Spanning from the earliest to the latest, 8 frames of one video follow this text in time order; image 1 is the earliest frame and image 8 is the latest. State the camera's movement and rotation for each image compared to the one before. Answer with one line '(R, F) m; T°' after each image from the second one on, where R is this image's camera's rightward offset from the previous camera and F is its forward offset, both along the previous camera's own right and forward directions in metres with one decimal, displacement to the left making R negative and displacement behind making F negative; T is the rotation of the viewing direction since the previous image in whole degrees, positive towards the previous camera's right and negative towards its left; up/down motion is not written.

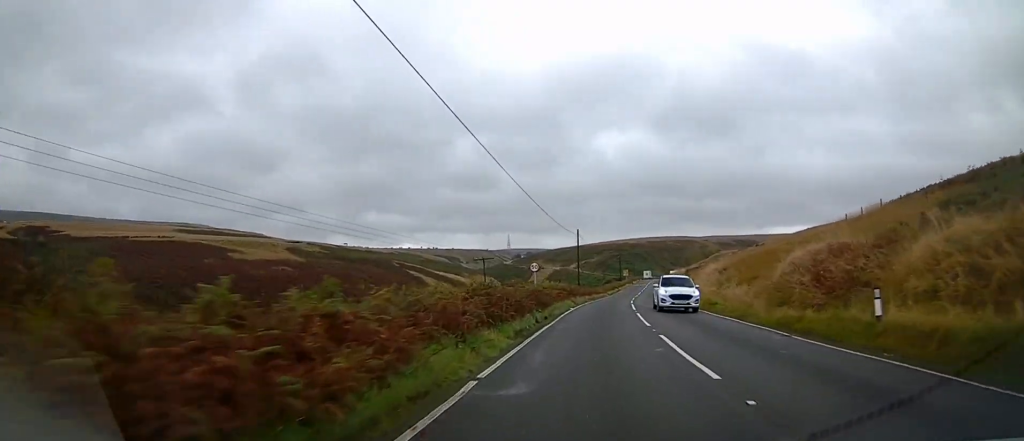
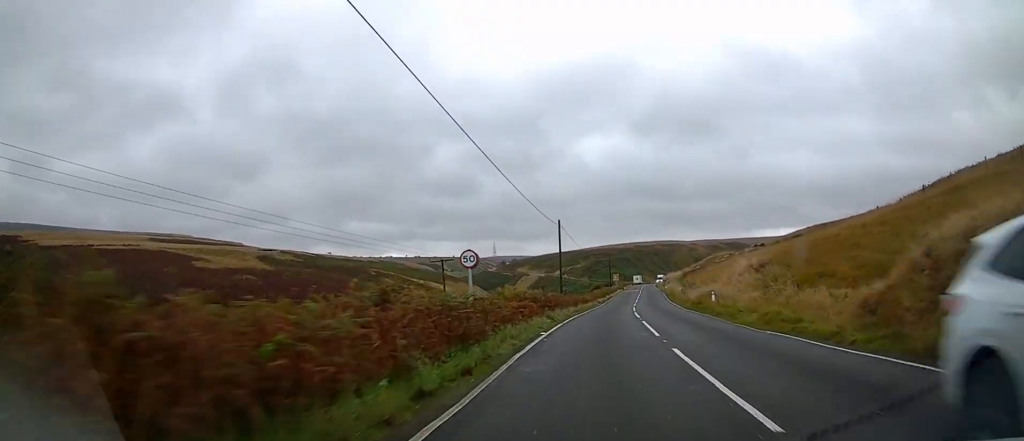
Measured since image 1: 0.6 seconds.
(+0.1, +12.3) m; +2°
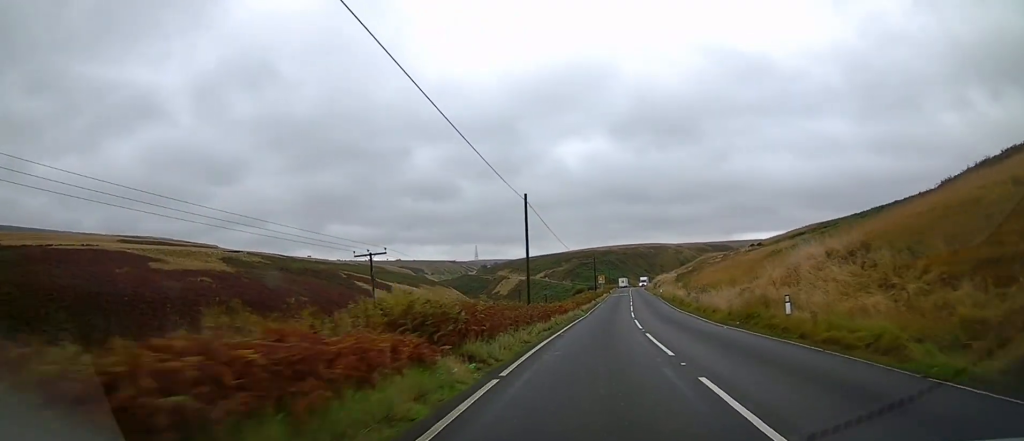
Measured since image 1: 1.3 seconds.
(+0.3, +12.2) m; +2°
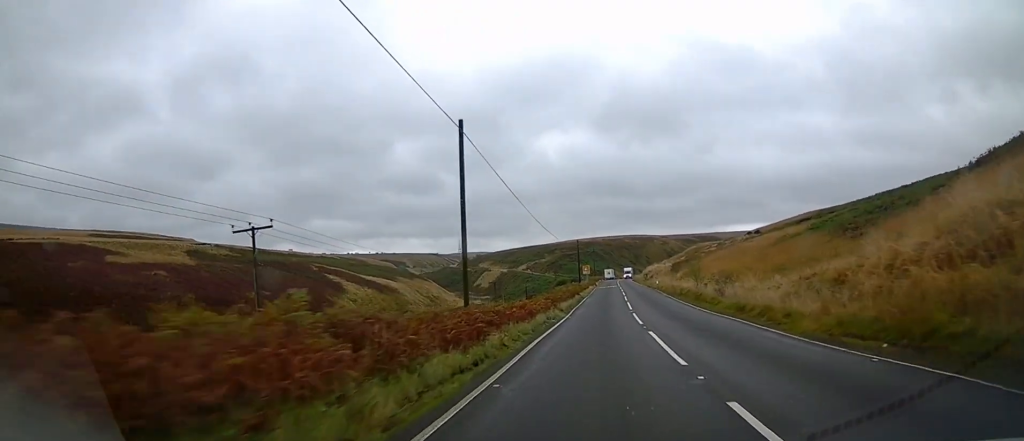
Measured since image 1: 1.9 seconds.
(+0.1, +11.6) m; +1°
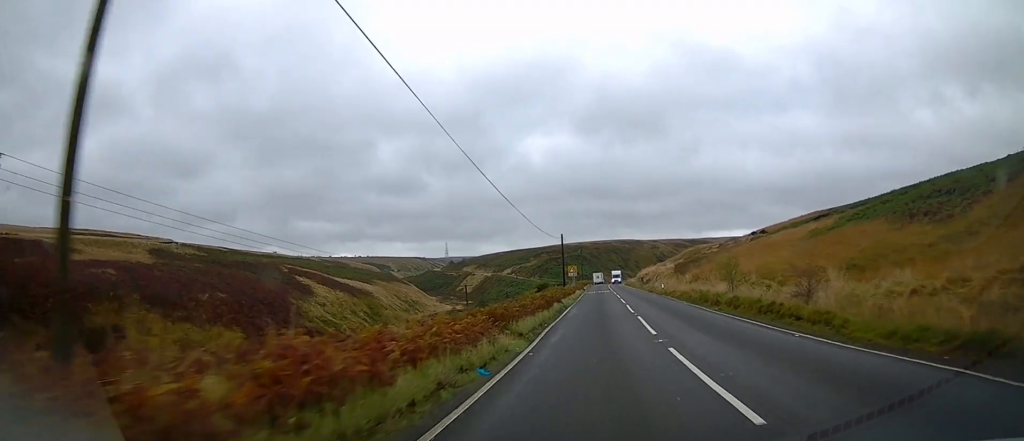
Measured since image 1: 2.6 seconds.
(+0.3, +13.8) m; +1°
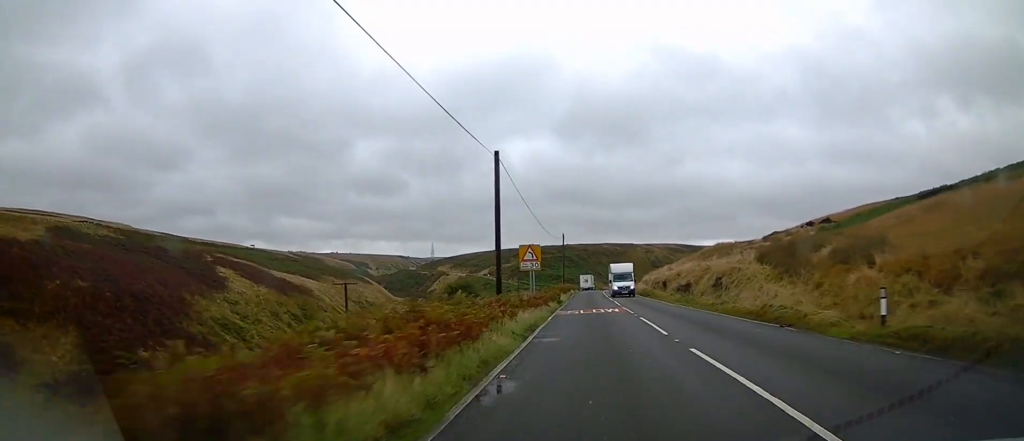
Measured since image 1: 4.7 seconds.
(+1.0, +38.7) m; +1°
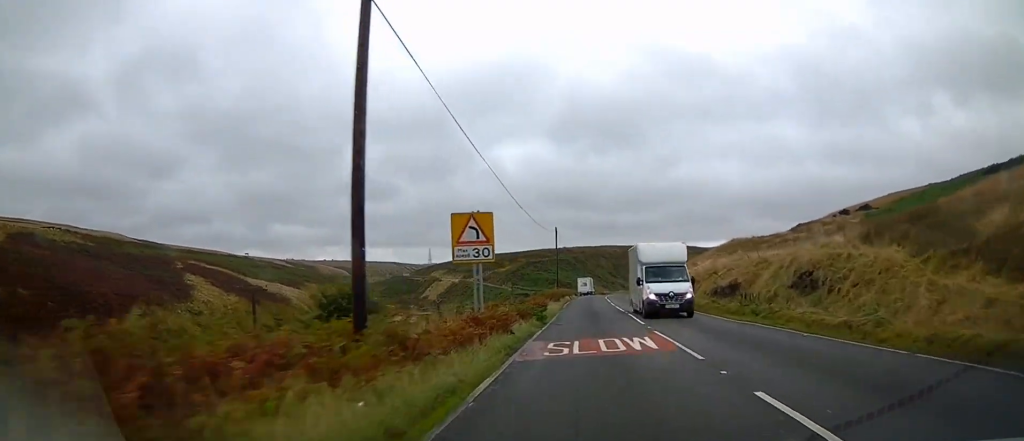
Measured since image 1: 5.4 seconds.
(-0.3, +13.2) m; 0°
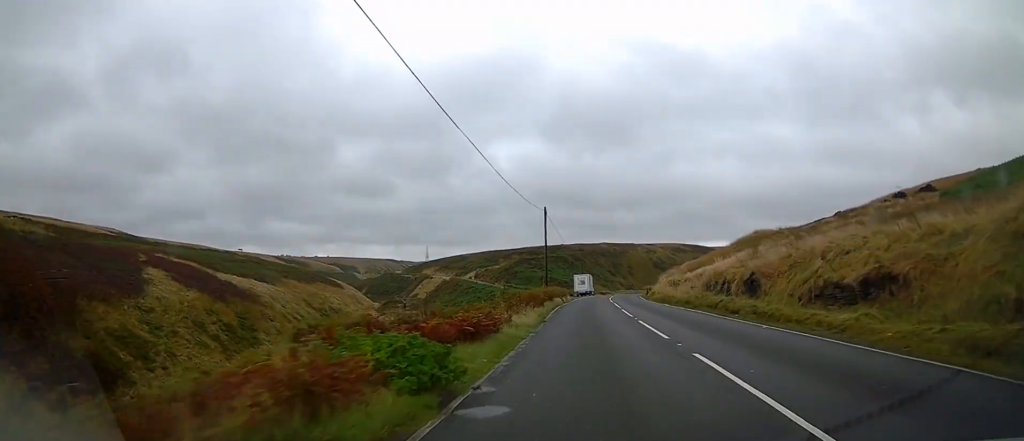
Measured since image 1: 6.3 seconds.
(+0.1, +15.4) m; +1°
